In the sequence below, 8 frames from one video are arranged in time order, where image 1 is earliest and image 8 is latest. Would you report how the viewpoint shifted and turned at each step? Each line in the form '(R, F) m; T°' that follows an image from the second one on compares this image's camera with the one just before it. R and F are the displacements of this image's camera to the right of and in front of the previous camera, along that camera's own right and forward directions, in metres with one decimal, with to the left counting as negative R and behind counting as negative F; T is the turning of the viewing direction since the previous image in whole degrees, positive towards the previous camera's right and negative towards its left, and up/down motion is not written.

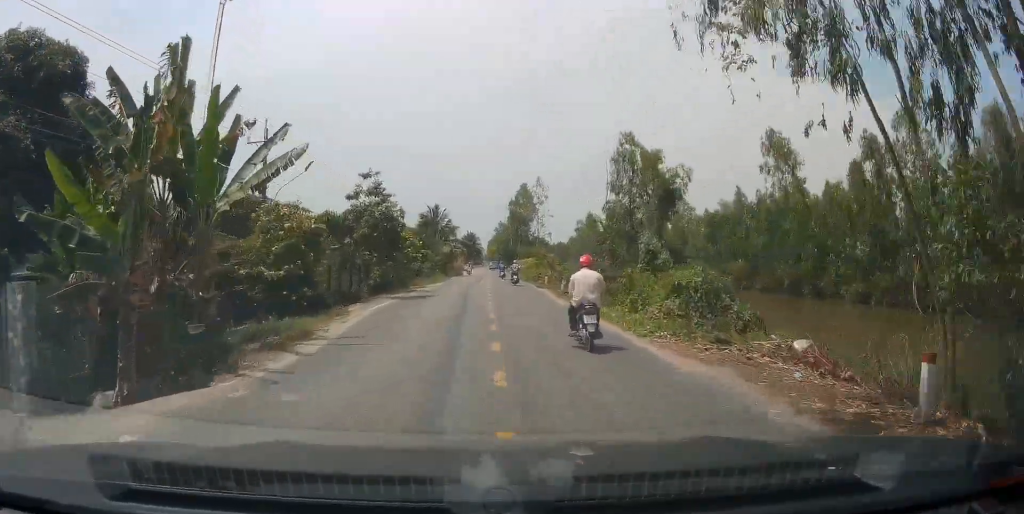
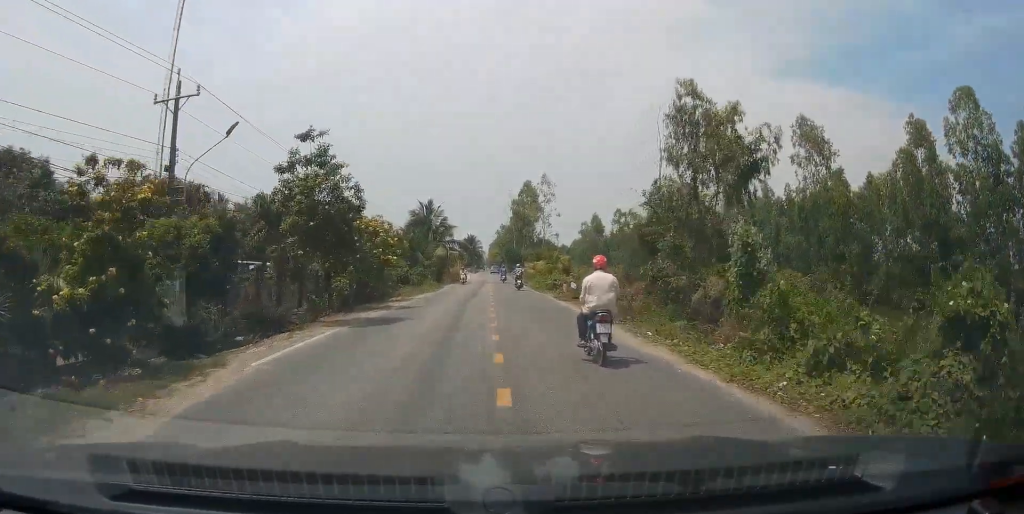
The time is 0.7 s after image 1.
(-0.1, +10.6) m; +1°
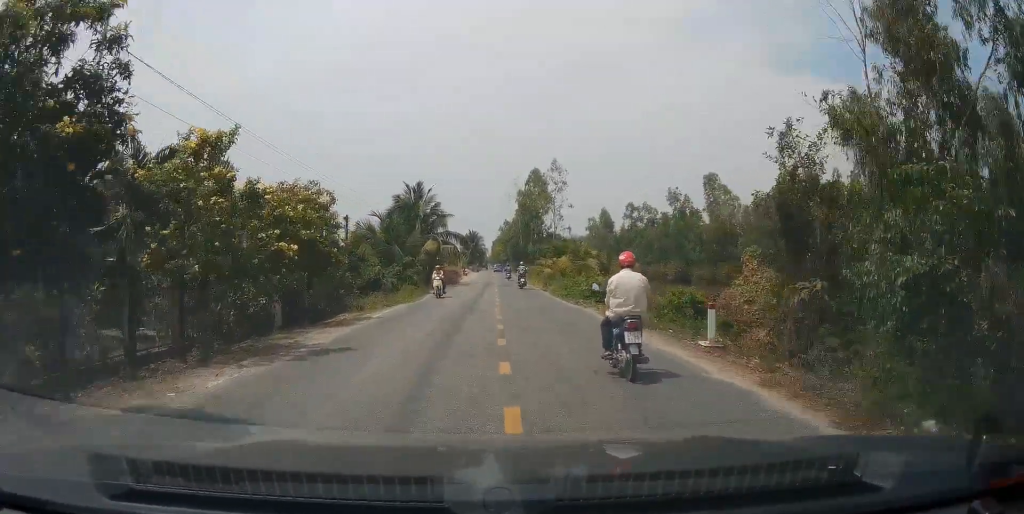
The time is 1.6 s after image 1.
(+0.3, +13.3) m; -1°
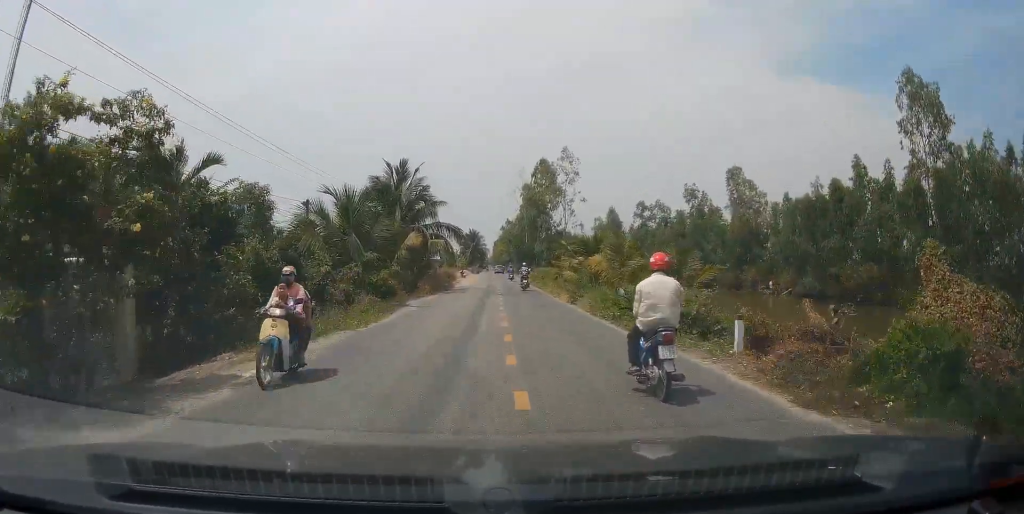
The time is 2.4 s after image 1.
(-0.4, +11.3) m; -1°
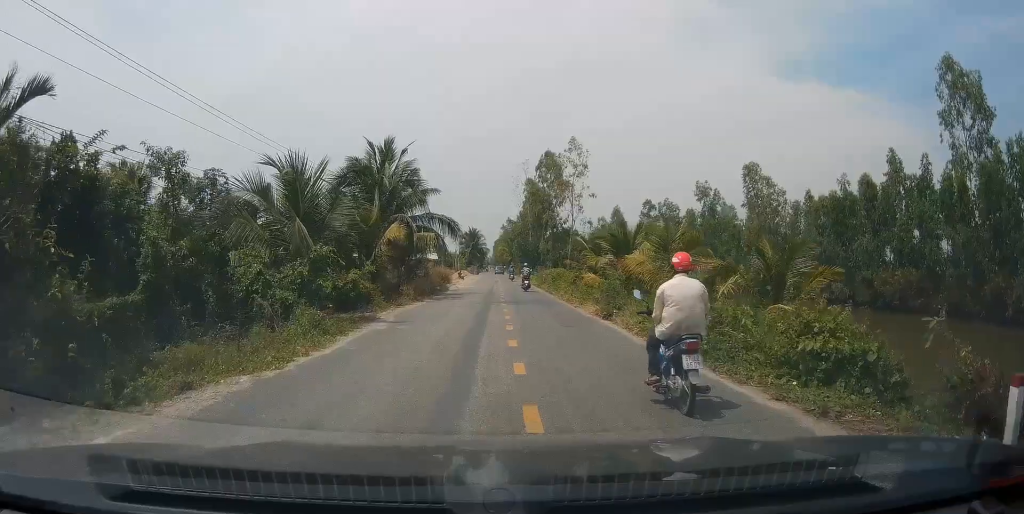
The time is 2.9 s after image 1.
(-0.2, +6.8) m; 0°
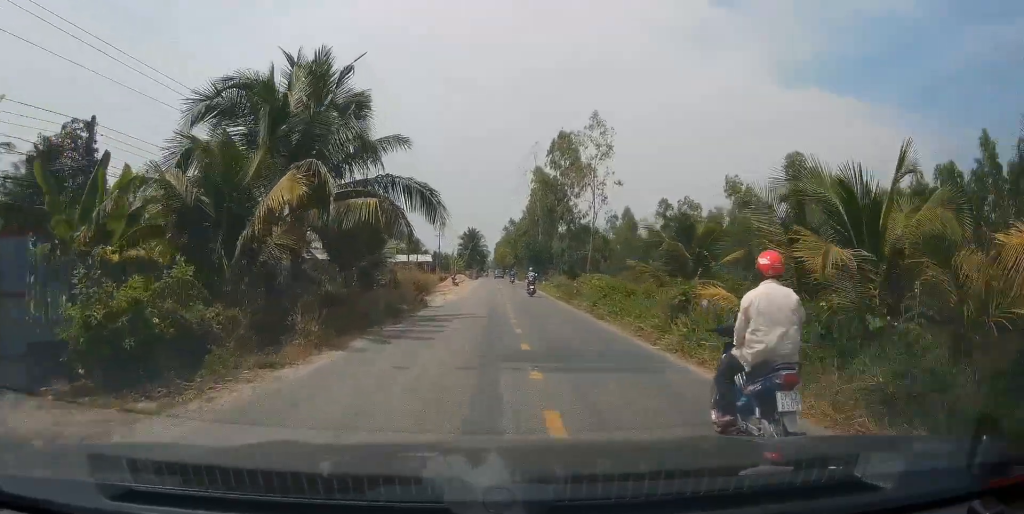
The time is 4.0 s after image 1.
(+0.4, +15.0) m; +1°
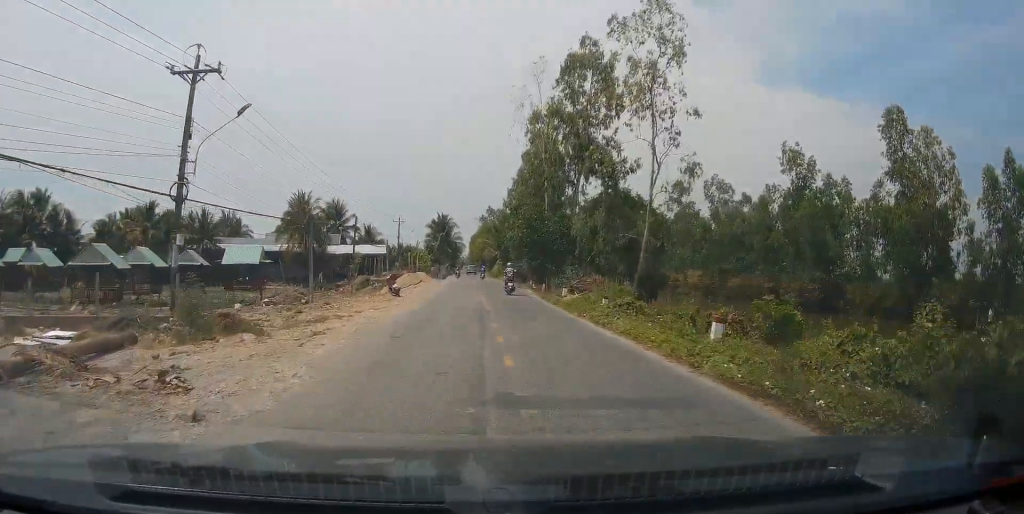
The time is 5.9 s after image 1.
(0.0, +27.9) m; +1°
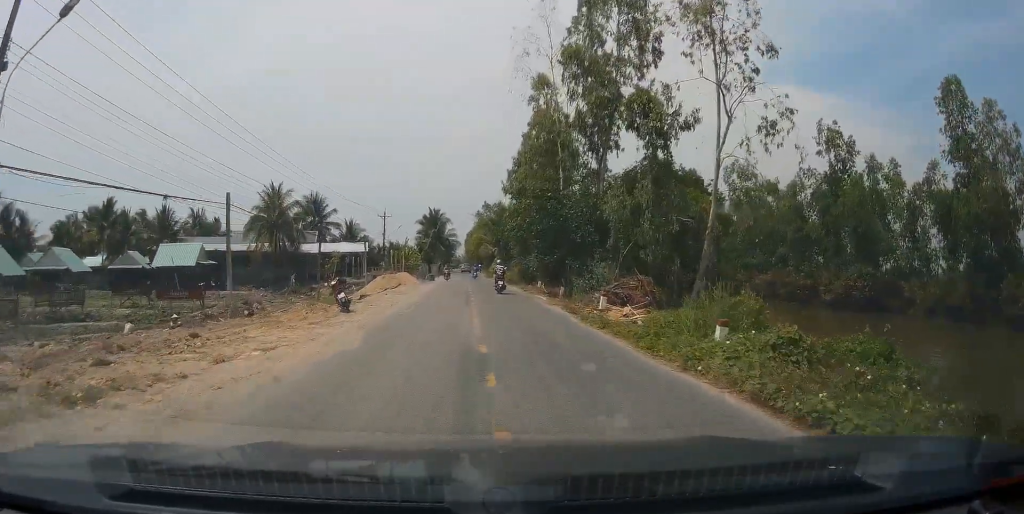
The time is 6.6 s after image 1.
(+0.2, +10.7) m; 0°
